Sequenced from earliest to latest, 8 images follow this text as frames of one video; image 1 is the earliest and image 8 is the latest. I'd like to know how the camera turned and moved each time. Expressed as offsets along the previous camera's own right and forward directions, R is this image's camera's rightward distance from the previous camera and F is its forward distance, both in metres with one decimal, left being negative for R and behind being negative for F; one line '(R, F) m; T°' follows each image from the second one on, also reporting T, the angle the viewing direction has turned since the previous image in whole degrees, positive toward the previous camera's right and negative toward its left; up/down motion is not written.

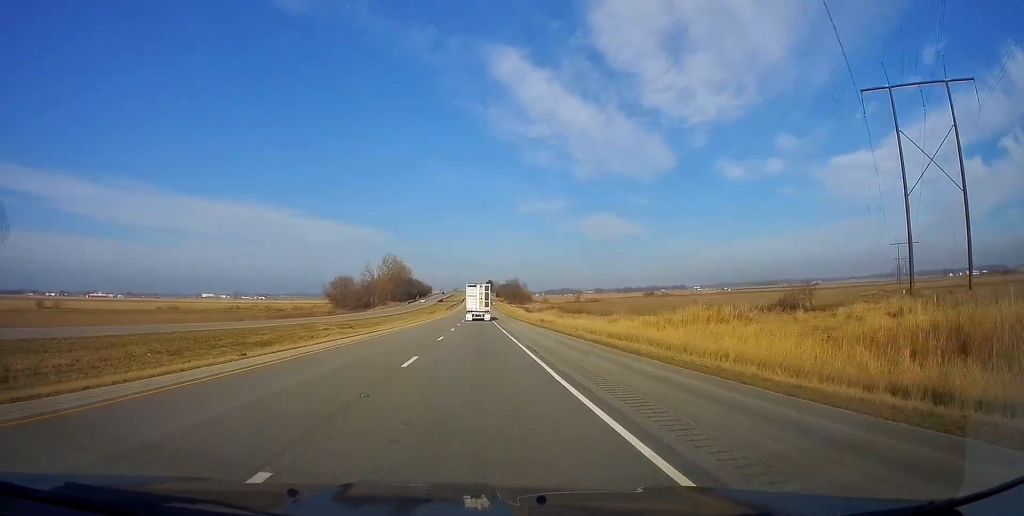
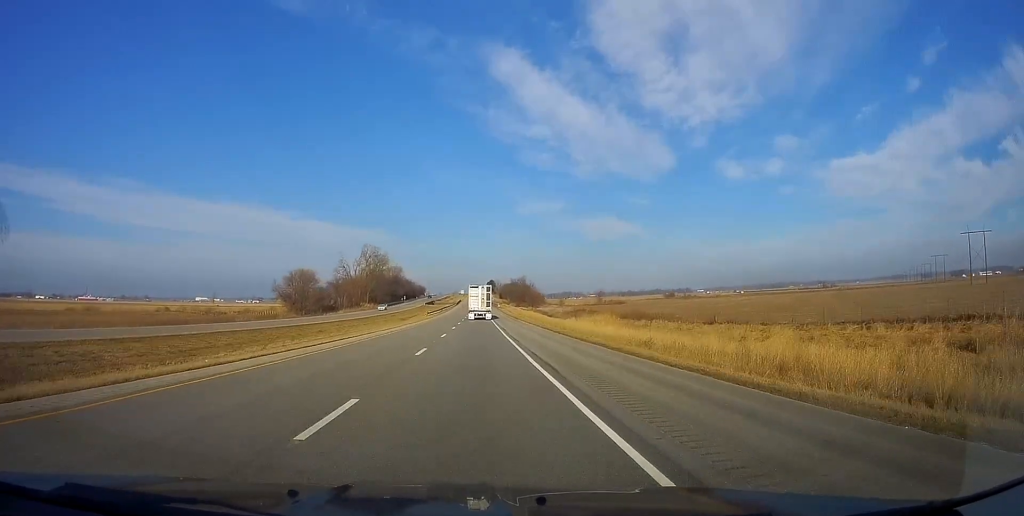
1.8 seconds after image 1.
(0.0, +59.0) m; 0°
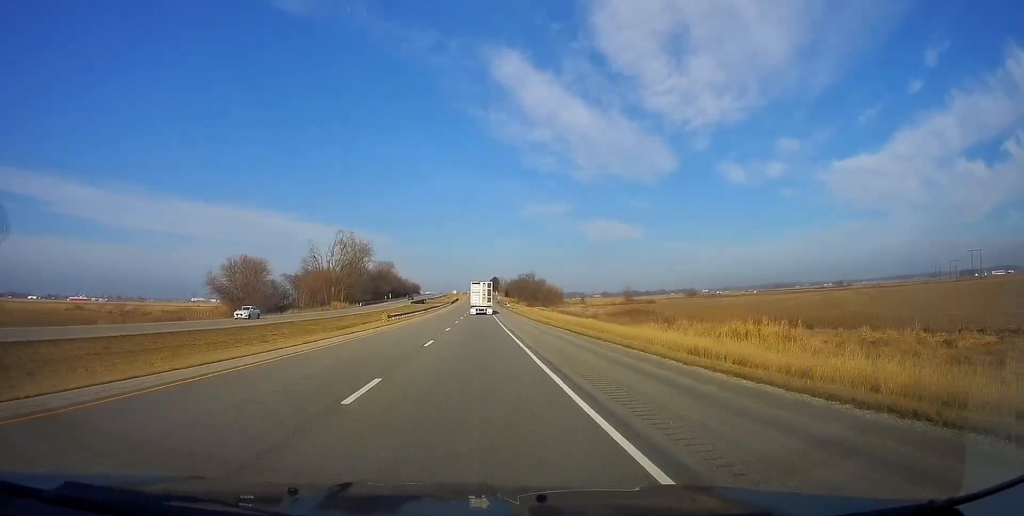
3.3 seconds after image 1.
(+0.1, +48.0) m; 0°
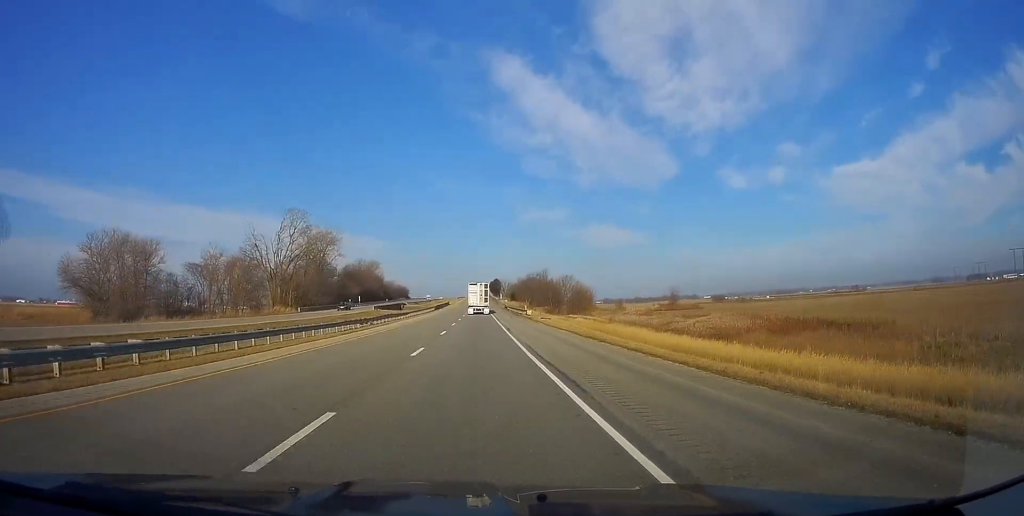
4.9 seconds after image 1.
(-0.2, +54.4) m; 0°
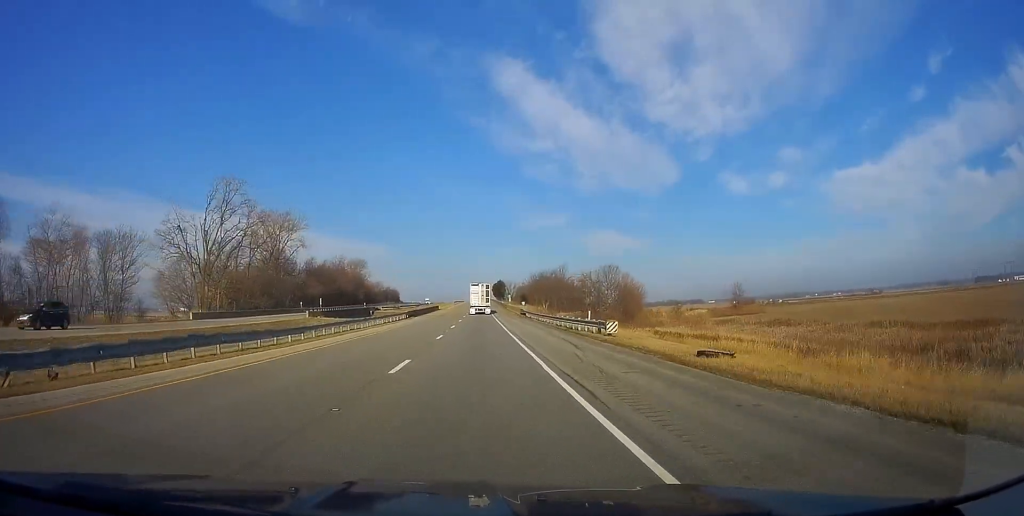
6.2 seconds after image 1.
(+0.5, +42.4) m; 0°
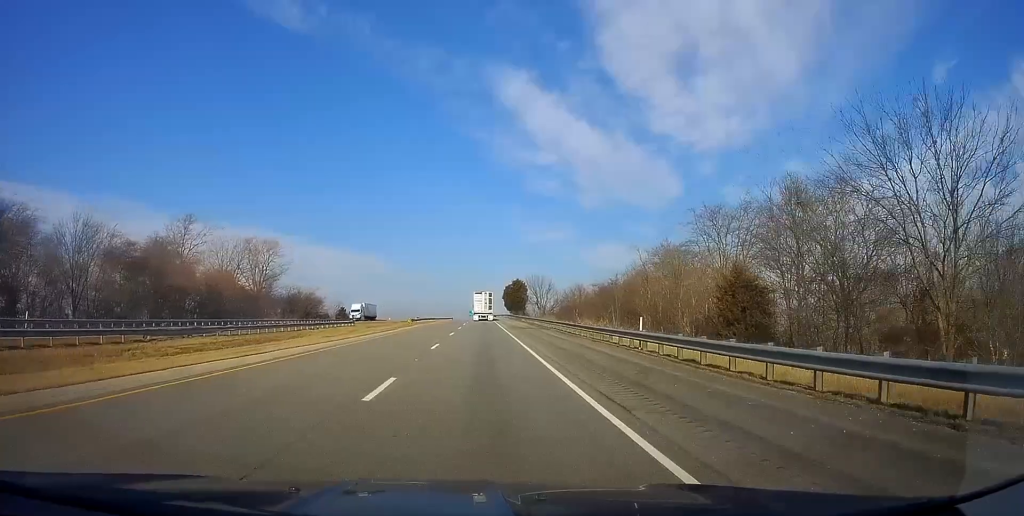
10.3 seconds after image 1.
(-0.5, +132.1) m; 0°
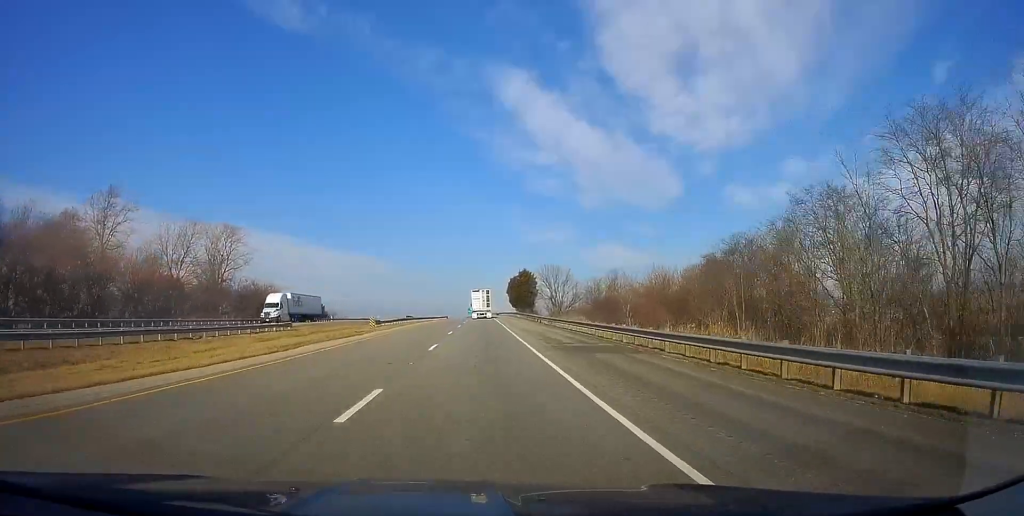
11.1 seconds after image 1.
(0.0, +27.1) m; 0°
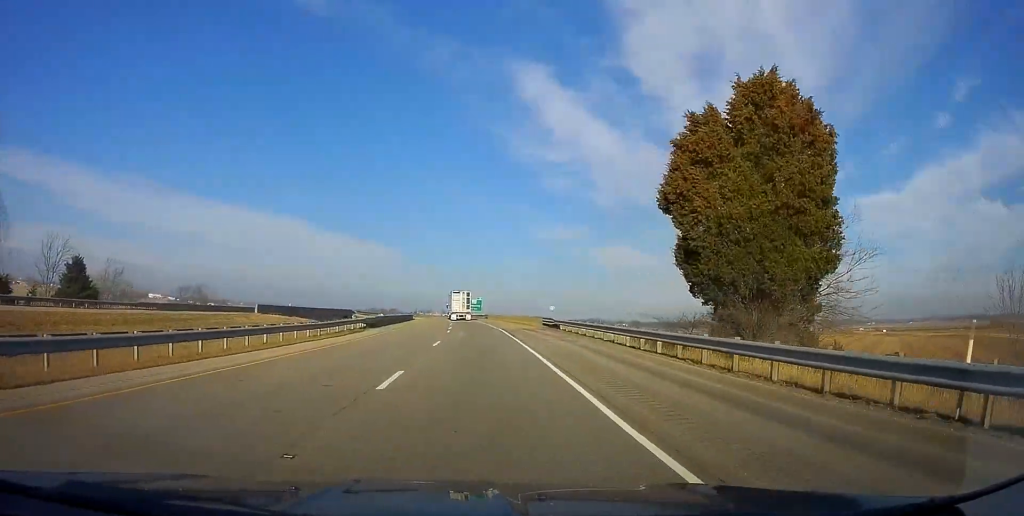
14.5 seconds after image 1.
(0.0, +110.9) m; -1°
